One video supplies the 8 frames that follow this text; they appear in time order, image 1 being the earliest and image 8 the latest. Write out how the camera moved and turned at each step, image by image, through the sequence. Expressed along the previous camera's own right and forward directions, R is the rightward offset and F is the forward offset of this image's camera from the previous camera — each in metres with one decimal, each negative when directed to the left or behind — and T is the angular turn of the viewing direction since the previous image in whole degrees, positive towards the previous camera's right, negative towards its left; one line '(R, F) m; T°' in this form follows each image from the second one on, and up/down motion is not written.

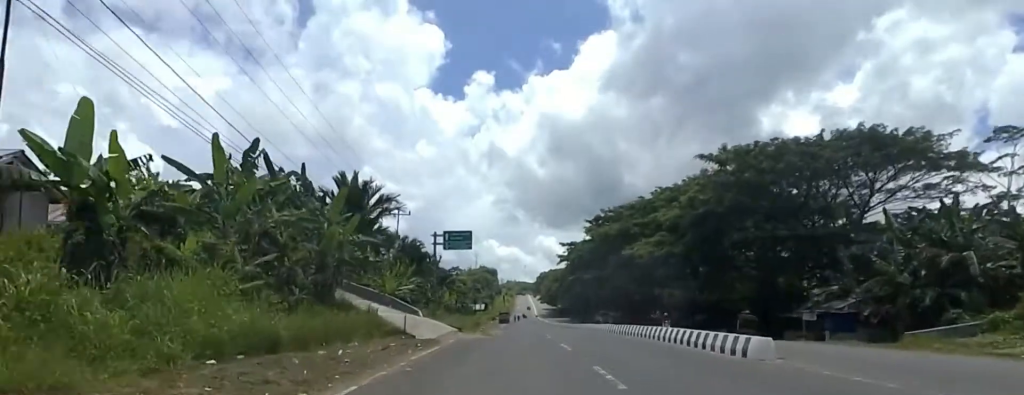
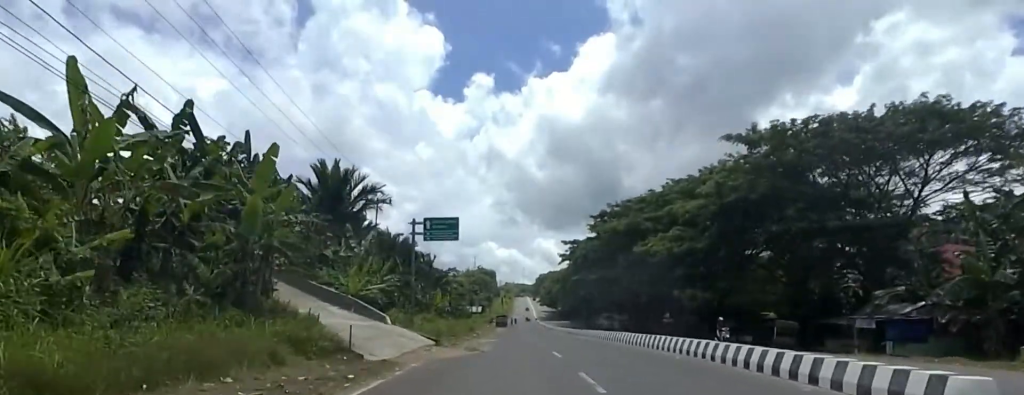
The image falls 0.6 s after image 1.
(-0.6, +6.8) m; -3°
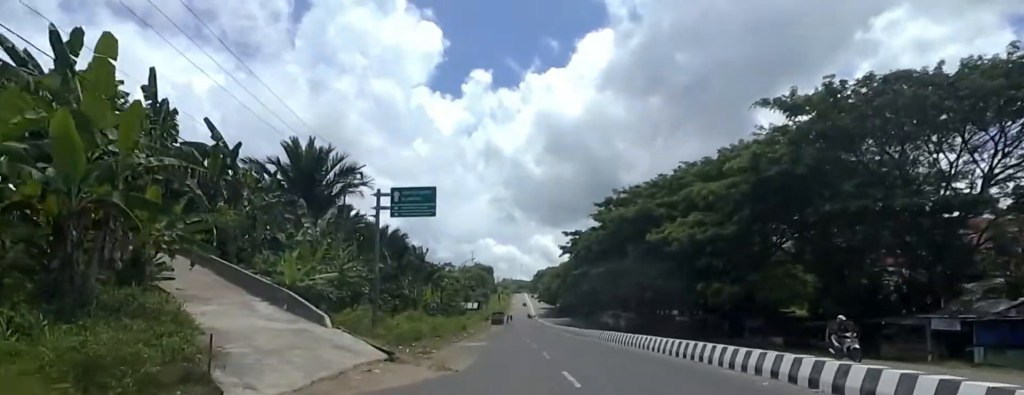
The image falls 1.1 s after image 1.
(-0.3, +6.8) m; -3°
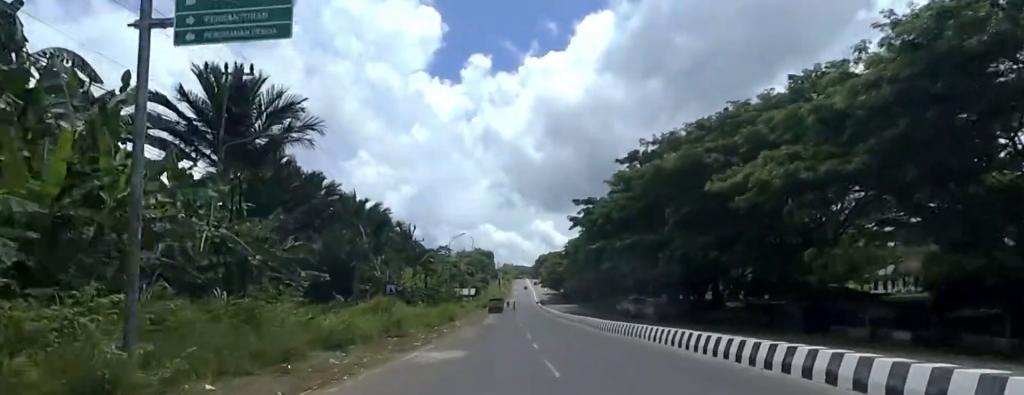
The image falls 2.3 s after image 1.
(-0.2, +14.4) m; -2°
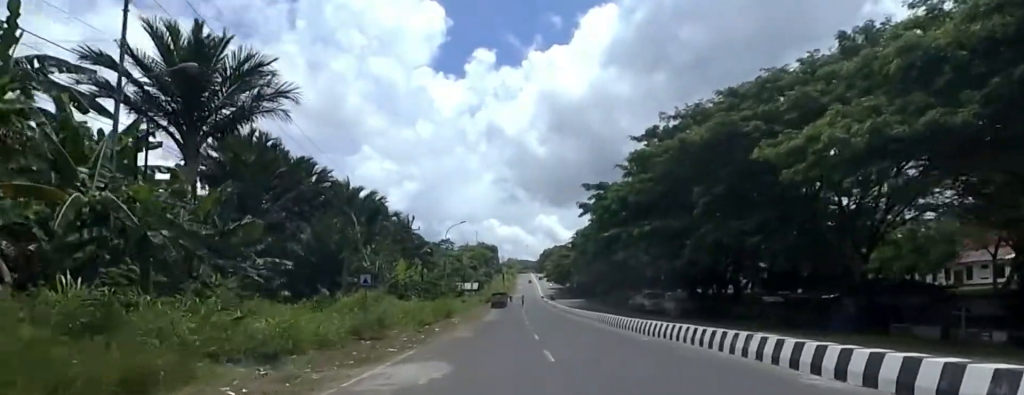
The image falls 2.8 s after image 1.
(+0.1, +5.7) m; -2°
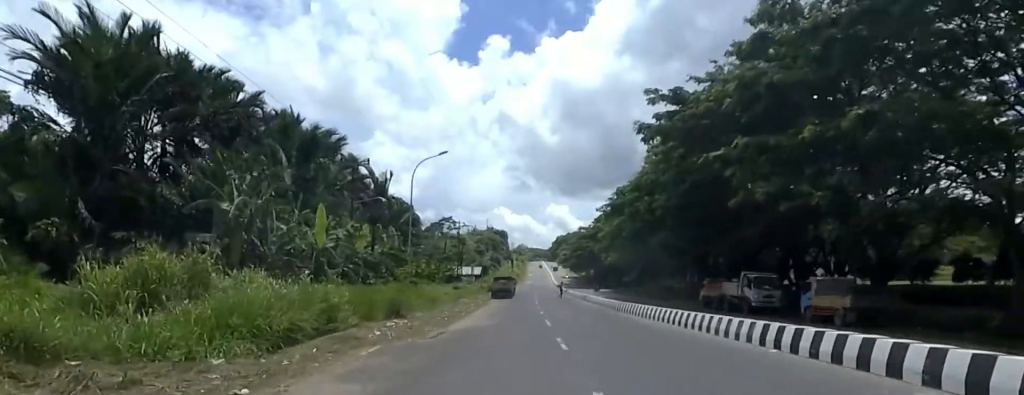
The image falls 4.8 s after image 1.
(+0.5, +25.7) m; +6°
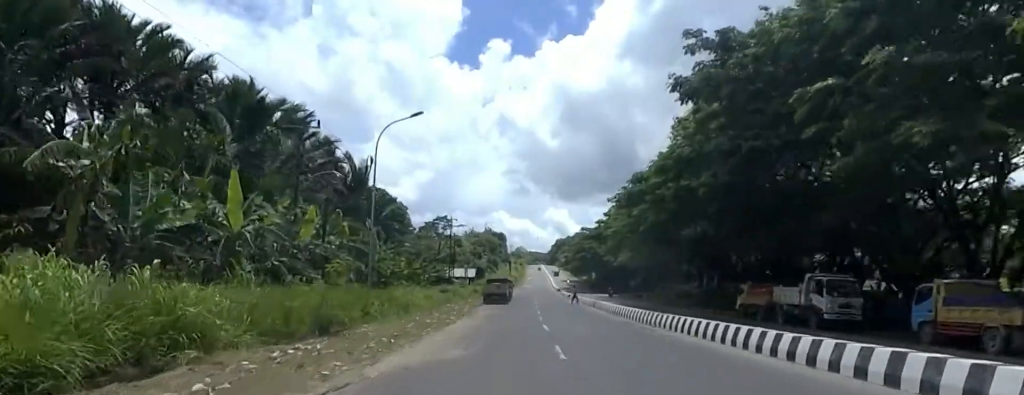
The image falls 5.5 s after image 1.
(+0.3, +9.0) m; +2°
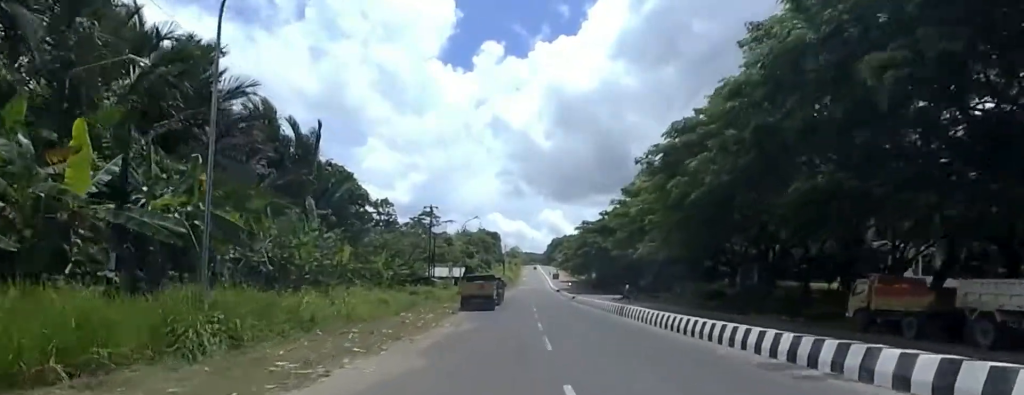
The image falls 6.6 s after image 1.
(+0.2, +14.3) m; -1°
